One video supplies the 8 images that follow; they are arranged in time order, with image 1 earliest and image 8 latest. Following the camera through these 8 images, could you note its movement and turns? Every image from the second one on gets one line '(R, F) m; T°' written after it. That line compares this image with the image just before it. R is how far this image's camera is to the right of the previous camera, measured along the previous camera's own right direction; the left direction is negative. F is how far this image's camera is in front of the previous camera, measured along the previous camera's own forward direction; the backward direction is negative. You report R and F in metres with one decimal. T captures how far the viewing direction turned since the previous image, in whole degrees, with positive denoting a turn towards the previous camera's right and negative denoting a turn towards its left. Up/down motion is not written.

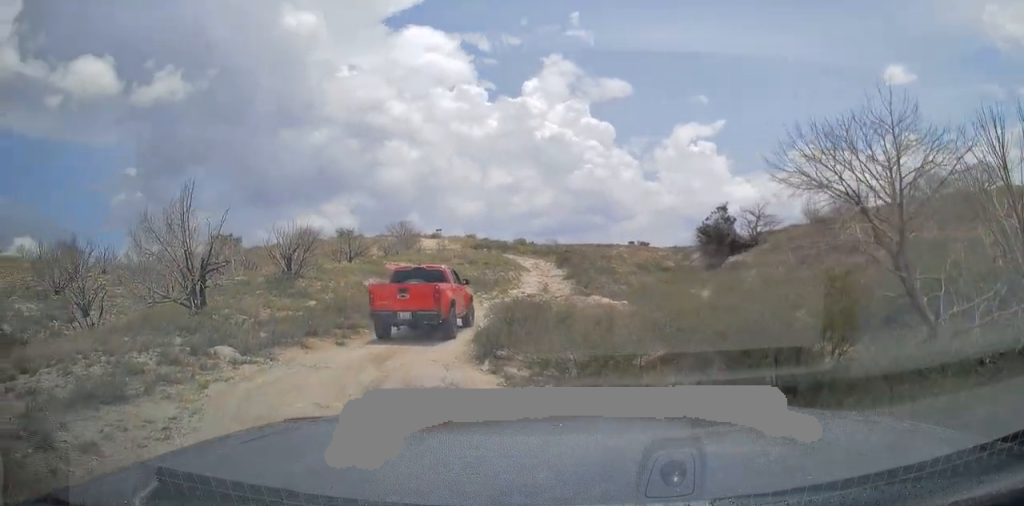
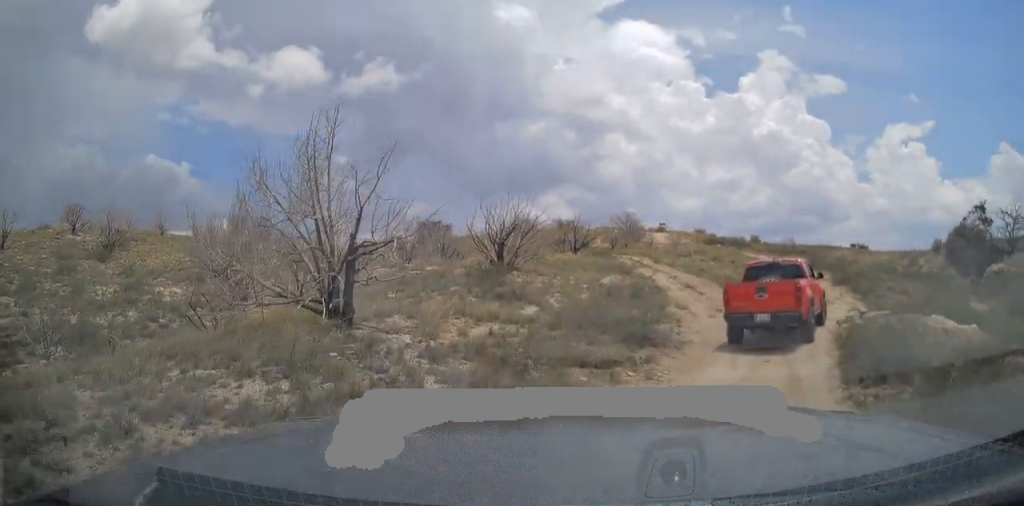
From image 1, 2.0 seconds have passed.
(-0.9, +6.8) m; -1°
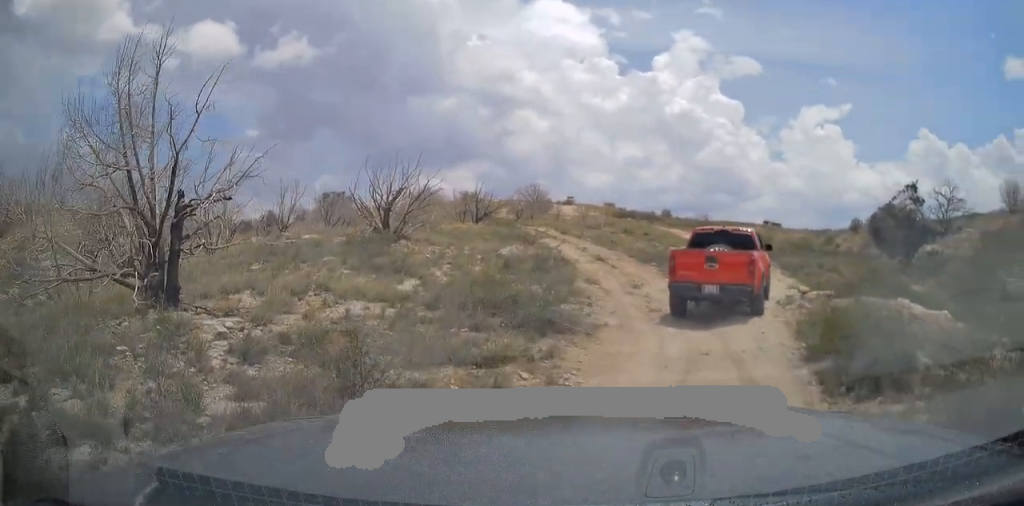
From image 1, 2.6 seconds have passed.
(+0.1, +2.5) m; +6°
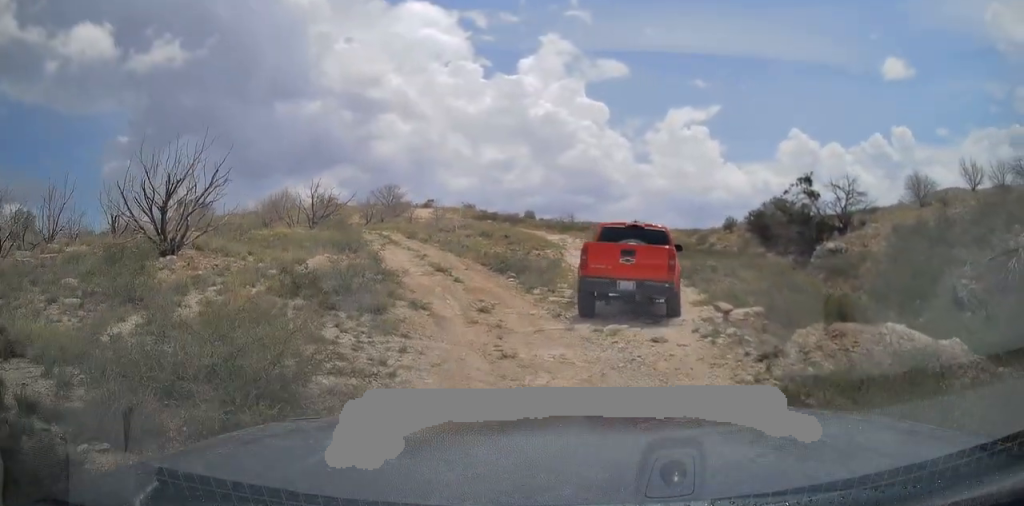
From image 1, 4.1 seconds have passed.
(+0.5, +5.0) m; +10°
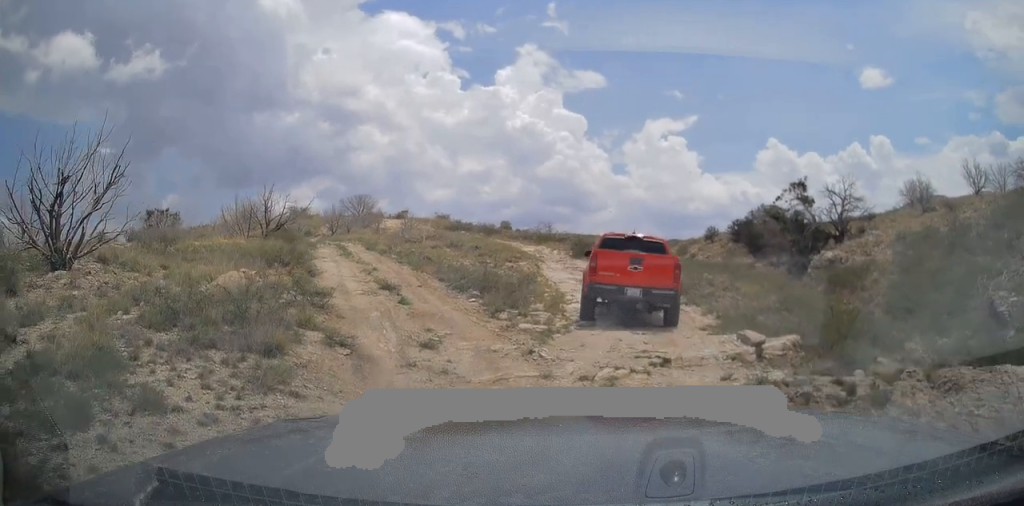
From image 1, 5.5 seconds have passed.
(0.0, +3.0) m; +2°
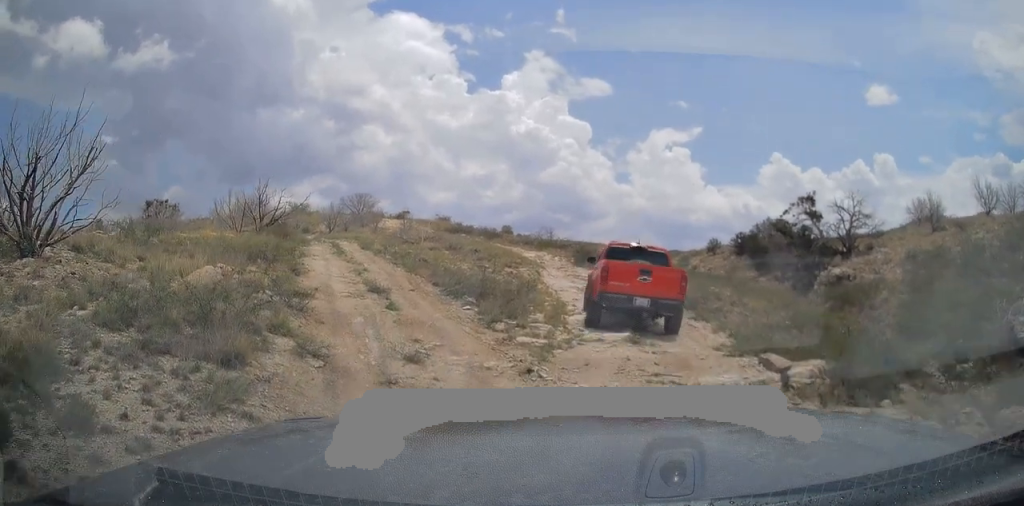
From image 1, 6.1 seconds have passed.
(+0.1, +0.9) m; 0°
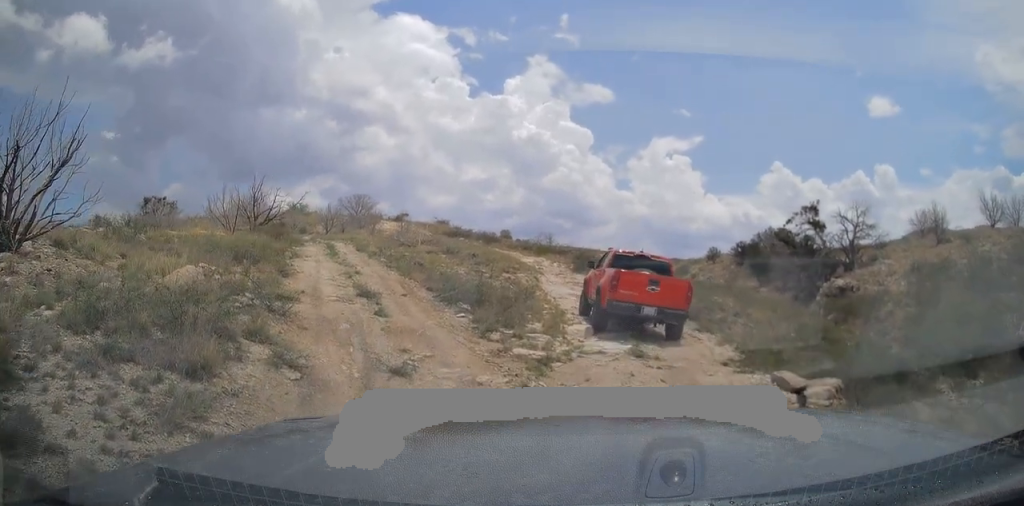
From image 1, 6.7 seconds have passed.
(-0.1, +0.4) m; 0°
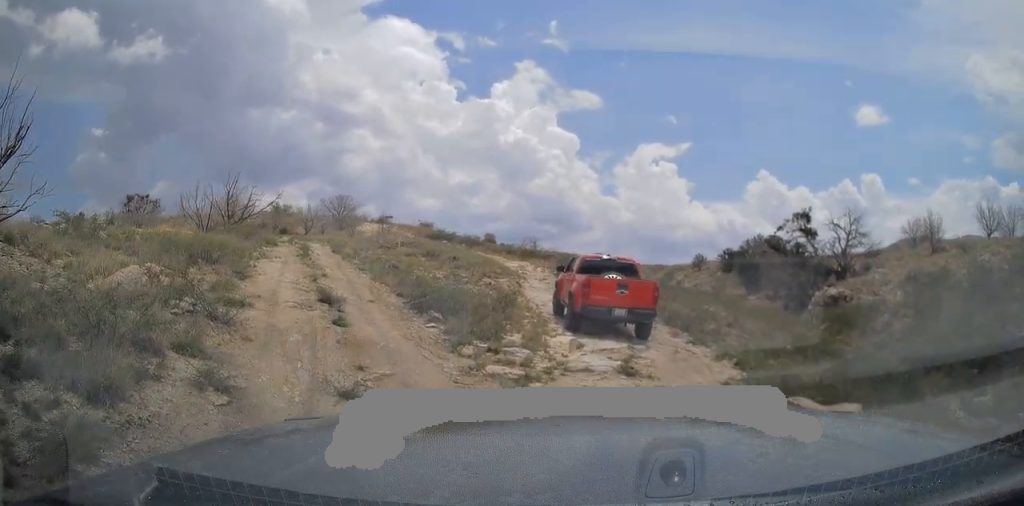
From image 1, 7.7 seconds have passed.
(0.0, +0.7) m; 0°
